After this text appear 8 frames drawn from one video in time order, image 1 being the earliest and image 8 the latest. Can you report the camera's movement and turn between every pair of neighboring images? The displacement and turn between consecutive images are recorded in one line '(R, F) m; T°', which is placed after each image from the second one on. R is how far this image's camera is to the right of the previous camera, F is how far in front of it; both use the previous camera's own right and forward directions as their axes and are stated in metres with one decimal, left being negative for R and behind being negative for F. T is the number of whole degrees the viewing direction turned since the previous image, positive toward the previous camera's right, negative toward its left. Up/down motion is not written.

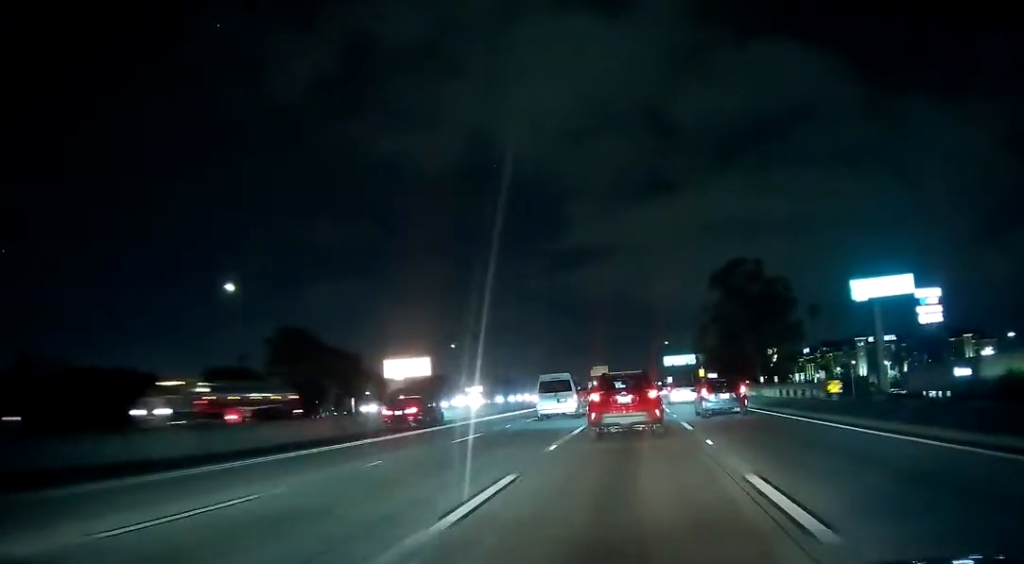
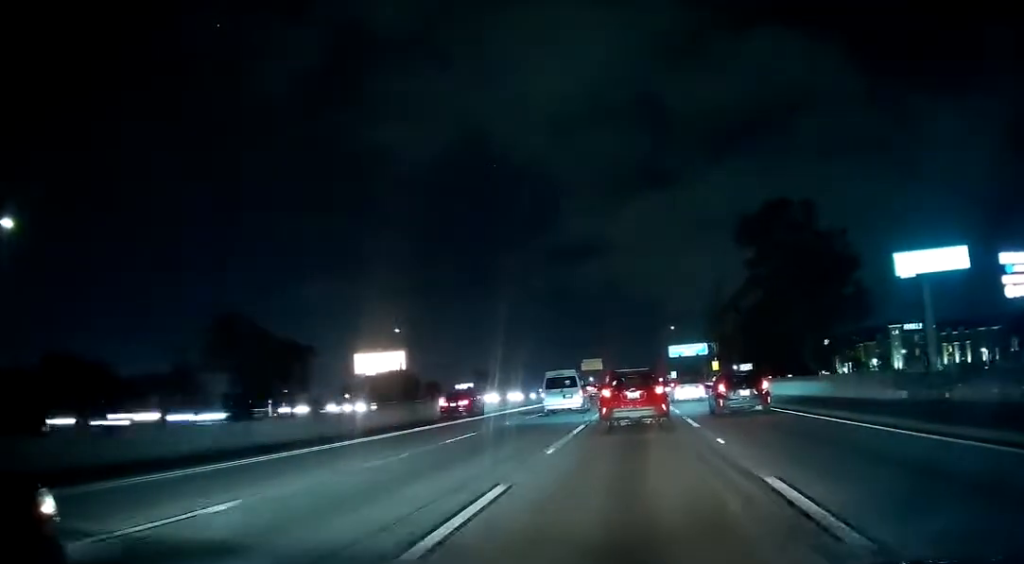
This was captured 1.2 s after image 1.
(+0.6, +30.7) m; +2°
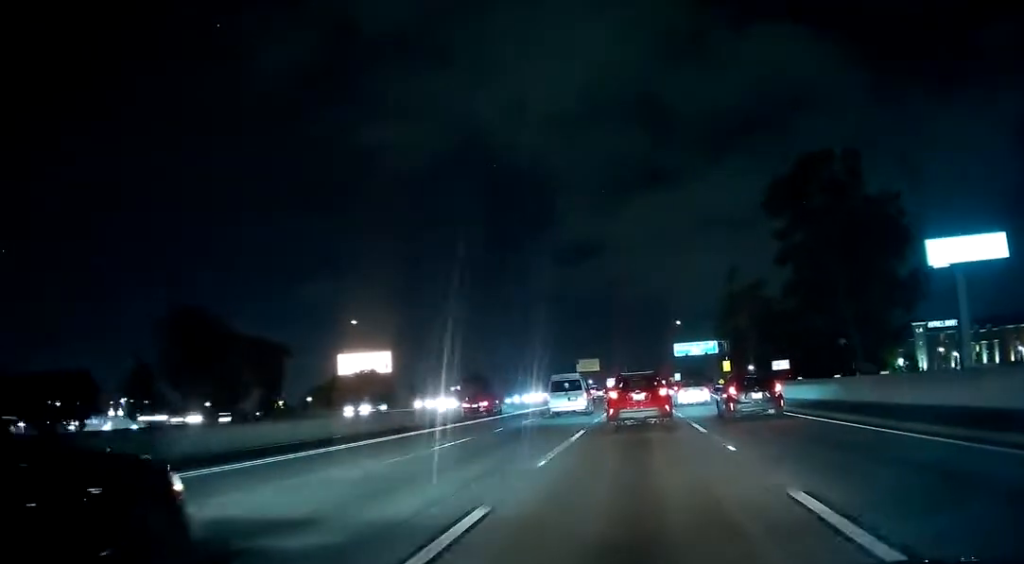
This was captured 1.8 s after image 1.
(0.0, +15.8) m; 0°
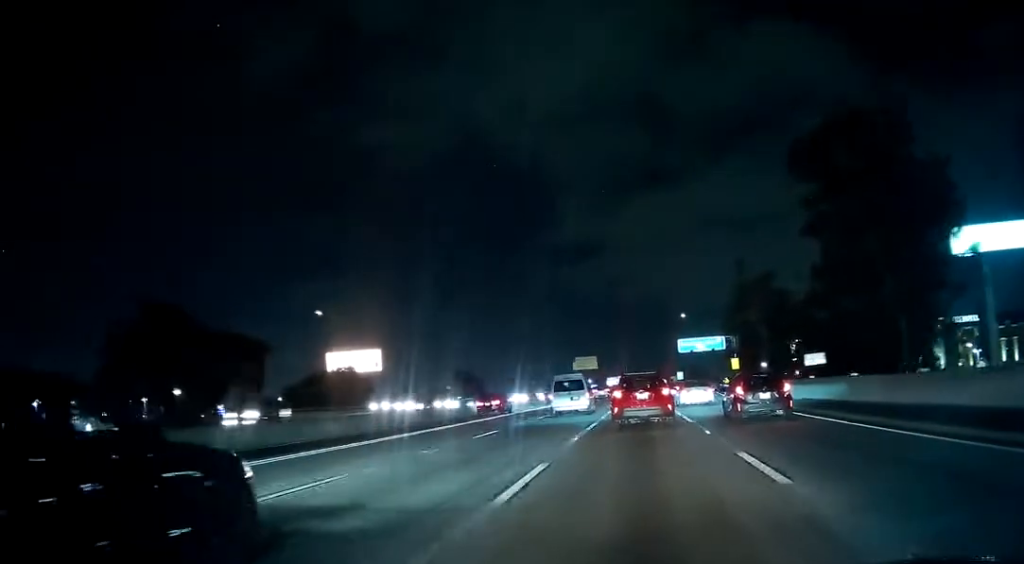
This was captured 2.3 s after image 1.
(0.0, +10.8) m; 0°
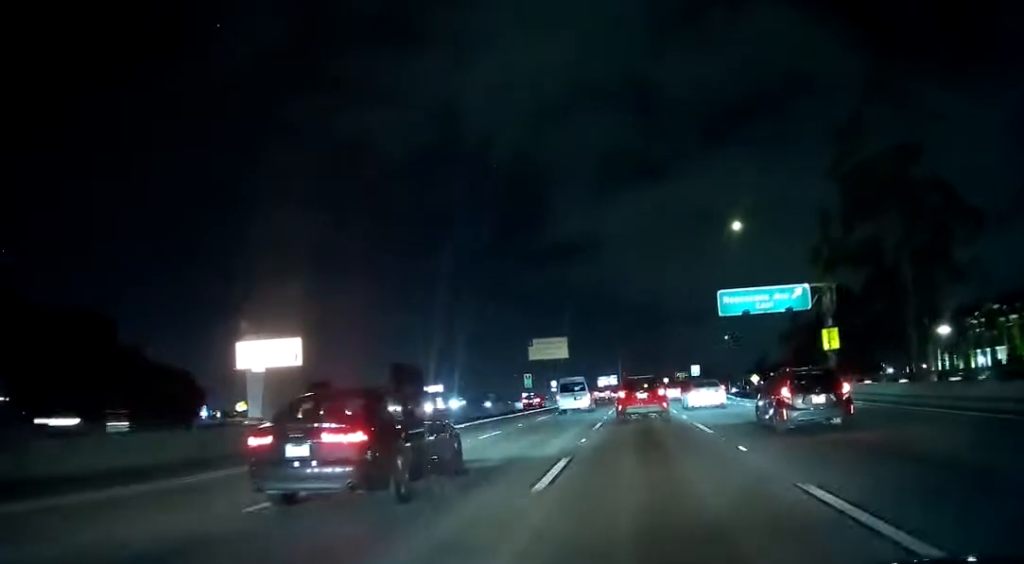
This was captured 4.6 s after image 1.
(+0.6, +56.8) m; +2°
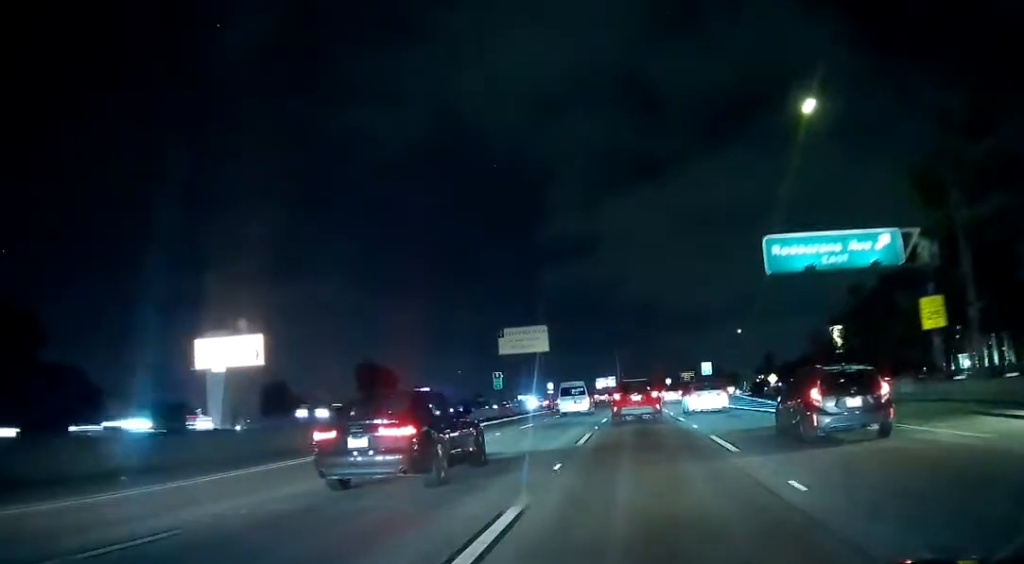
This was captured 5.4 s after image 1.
(+0.3, +20.2) m; 0°
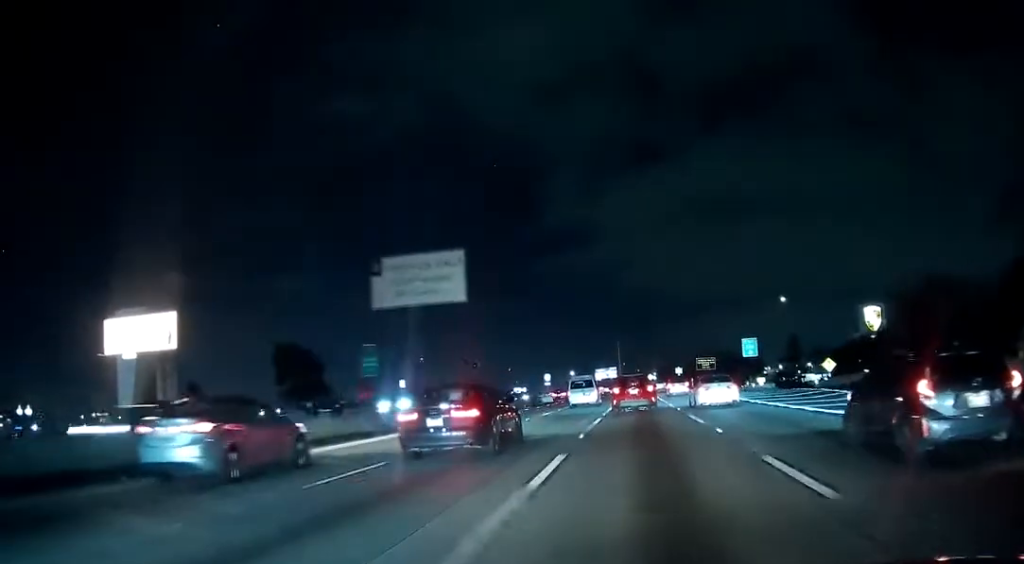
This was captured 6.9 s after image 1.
(-0.9, +36.1) m; -1°
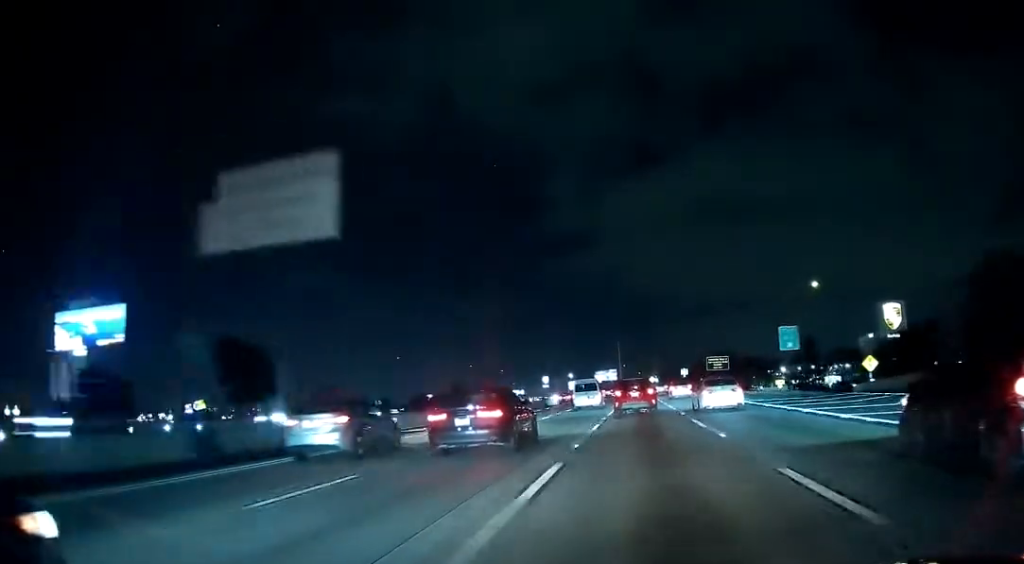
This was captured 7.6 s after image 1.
(0.0, +16.7) m; 0°
